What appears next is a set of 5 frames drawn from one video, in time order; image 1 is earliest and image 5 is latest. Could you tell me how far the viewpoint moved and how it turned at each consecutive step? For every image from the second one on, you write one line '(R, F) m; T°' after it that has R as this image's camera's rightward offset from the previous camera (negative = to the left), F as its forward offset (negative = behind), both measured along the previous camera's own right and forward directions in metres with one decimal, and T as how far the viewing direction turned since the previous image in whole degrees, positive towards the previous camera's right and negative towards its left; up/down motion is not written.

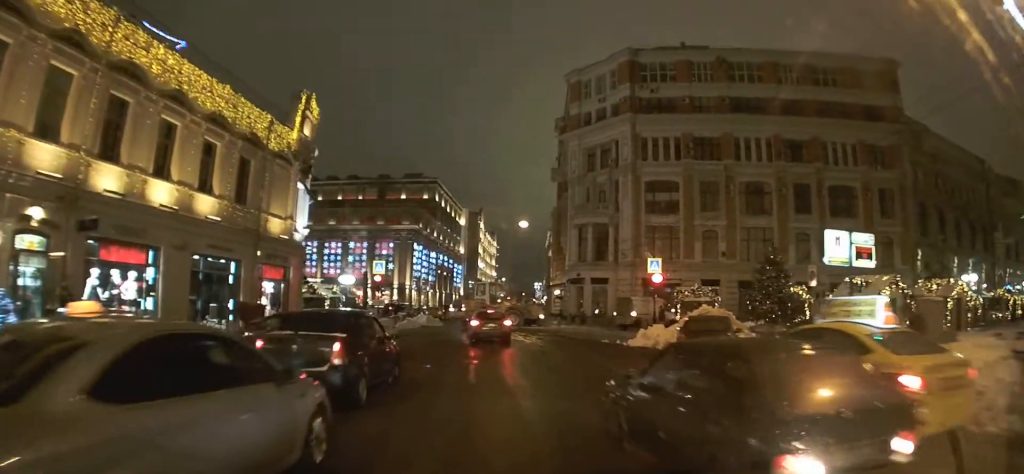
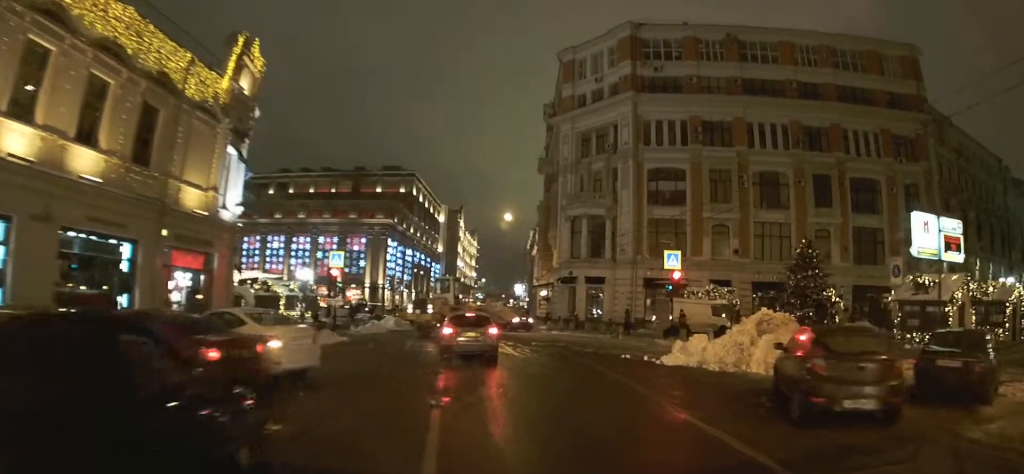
(+0.2, +4.4) m; +5°
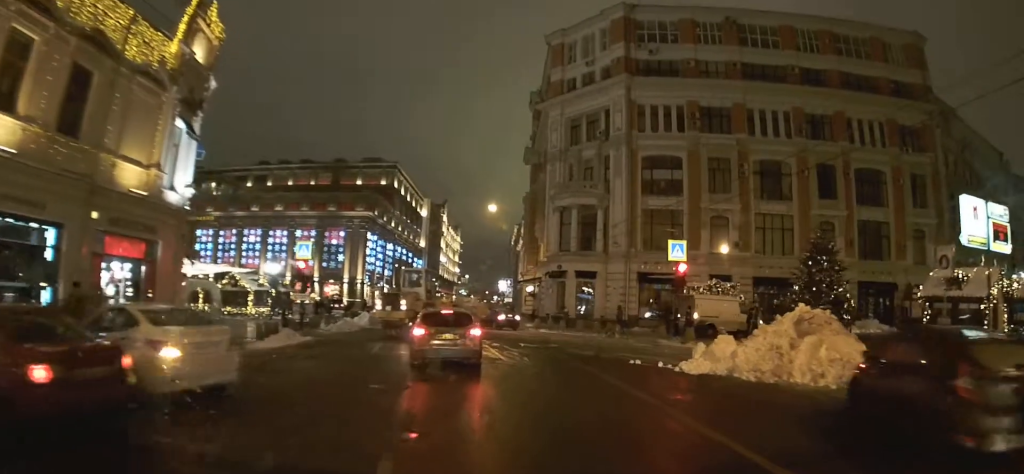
(0.0, +2.1) m; +3°
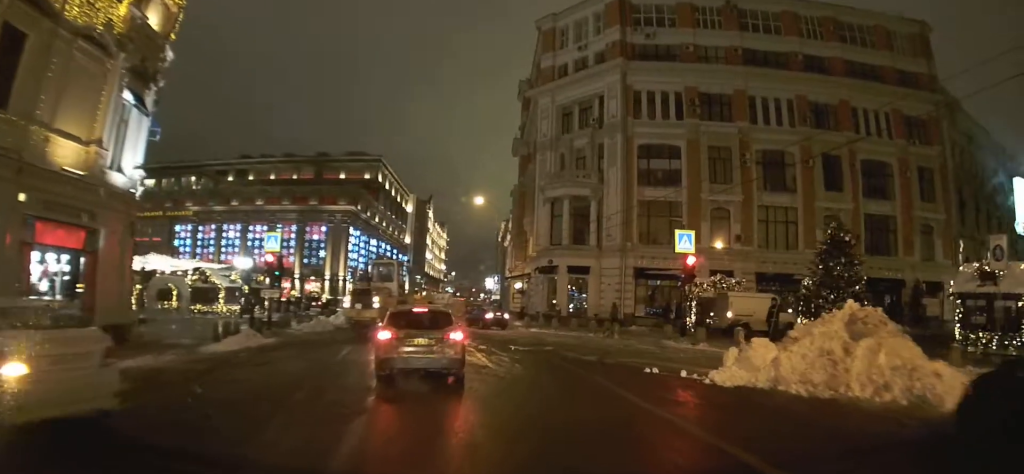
(+0.1, +2.0) m; +1°
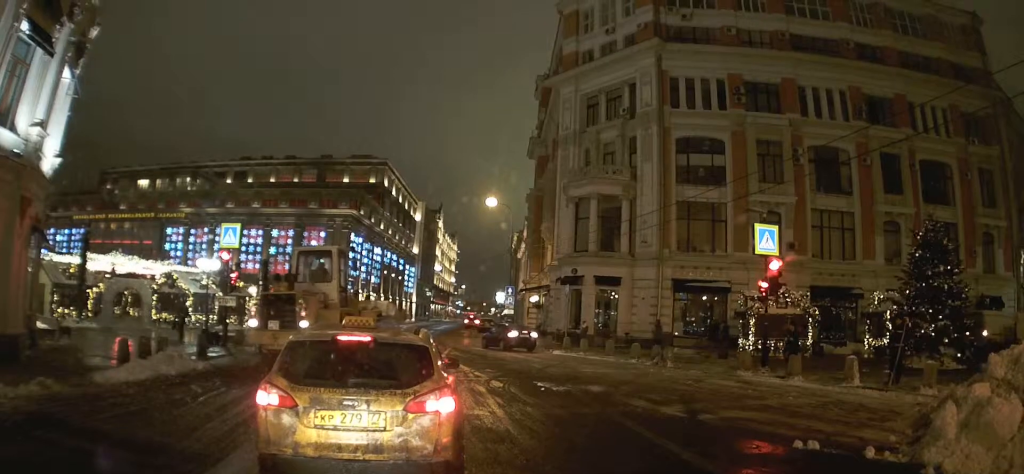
(+0.6, +7.0) m; +8°
